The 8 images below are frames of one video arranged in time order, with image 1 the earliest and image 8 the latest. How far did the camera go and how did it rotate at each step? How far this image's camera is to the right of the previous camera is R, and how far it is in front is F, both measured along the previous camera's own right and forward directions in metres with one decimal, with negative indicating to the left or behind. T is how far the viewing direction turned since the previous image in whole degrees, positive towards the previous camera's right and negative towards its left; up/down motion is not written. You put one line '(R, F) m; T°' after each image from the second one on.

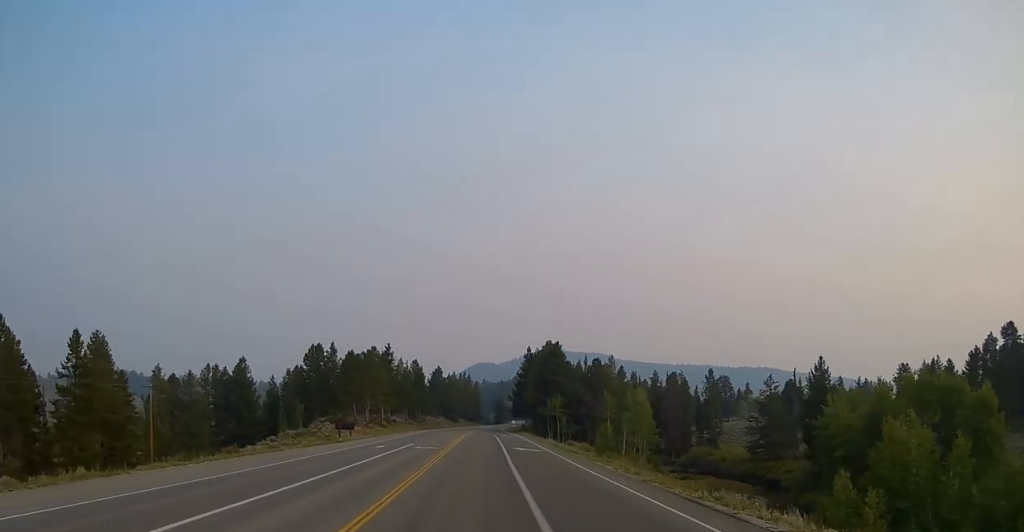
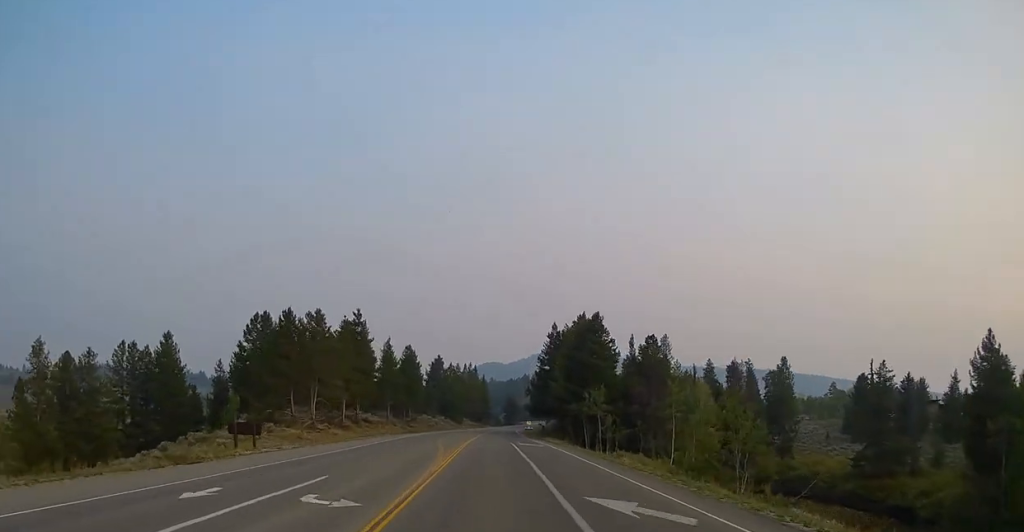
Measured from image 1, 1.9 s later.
(-1.3, +37.1) m; -1°
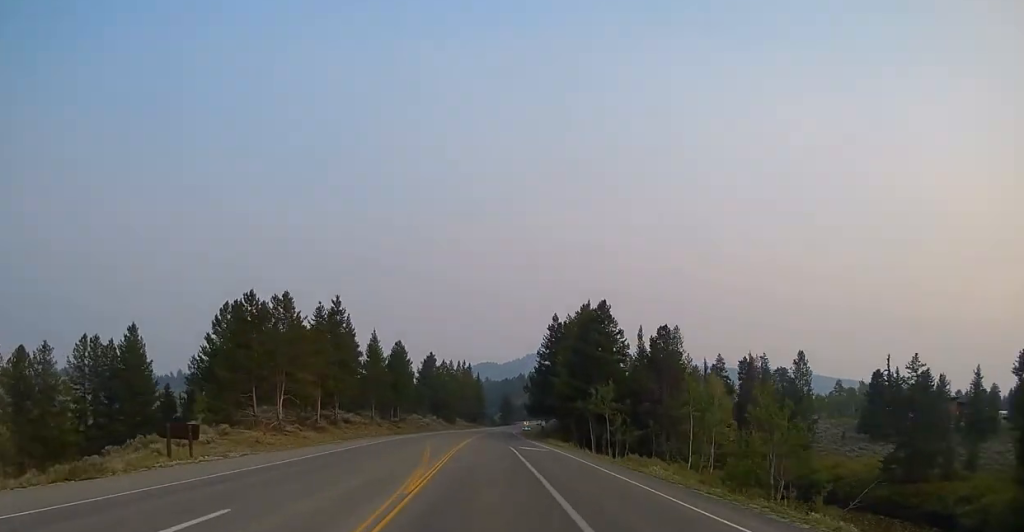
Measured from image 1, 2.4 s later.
(+0.3, +9.2) m; 0°
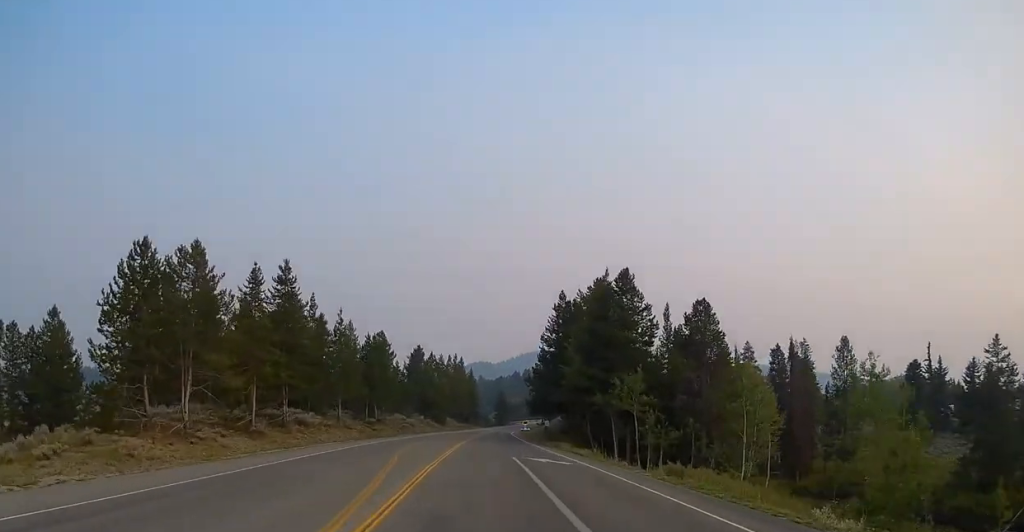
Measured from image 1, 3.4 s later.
(+0.5, +17.3) m; 0°
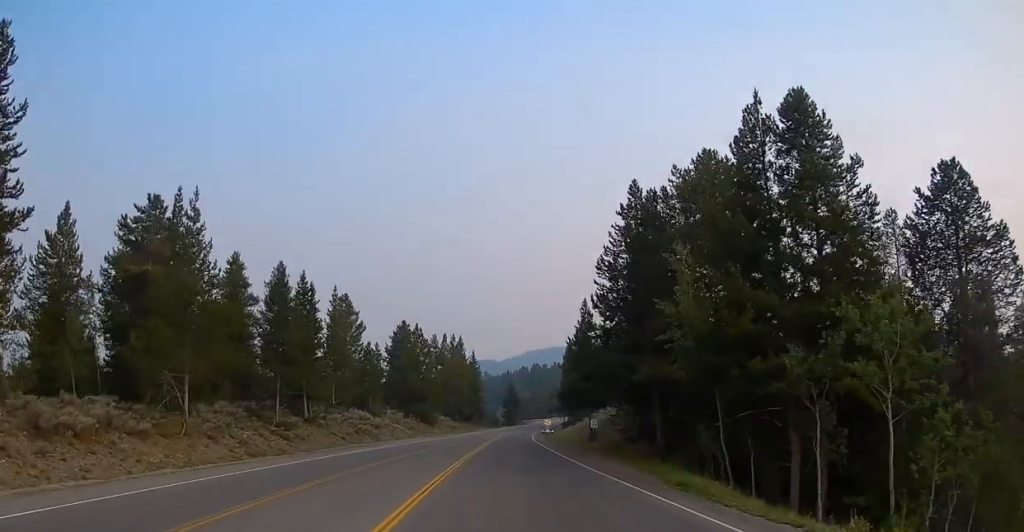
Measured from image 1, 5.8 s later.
(-0.2, +38.7) m; 0°
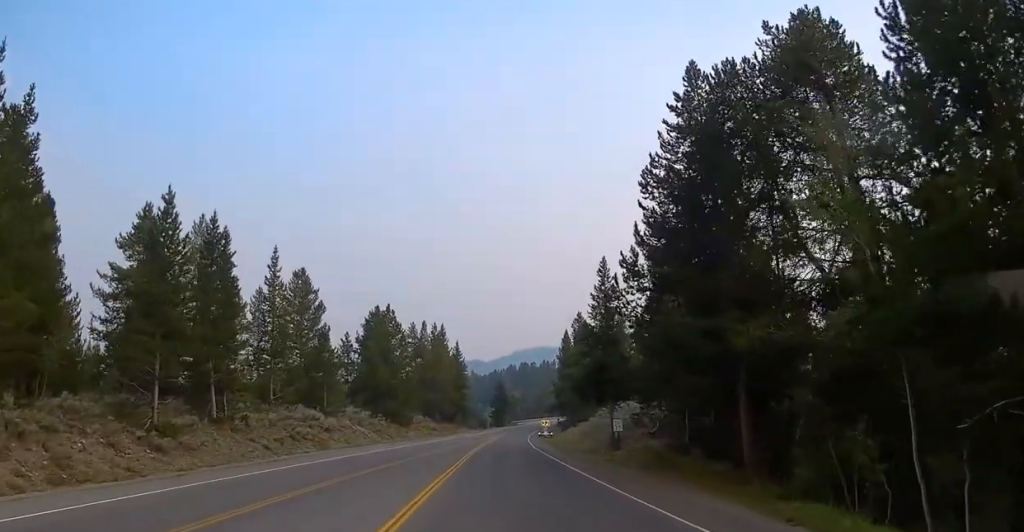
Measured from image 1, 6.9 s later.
(-0.1, +17.6) m; -1°
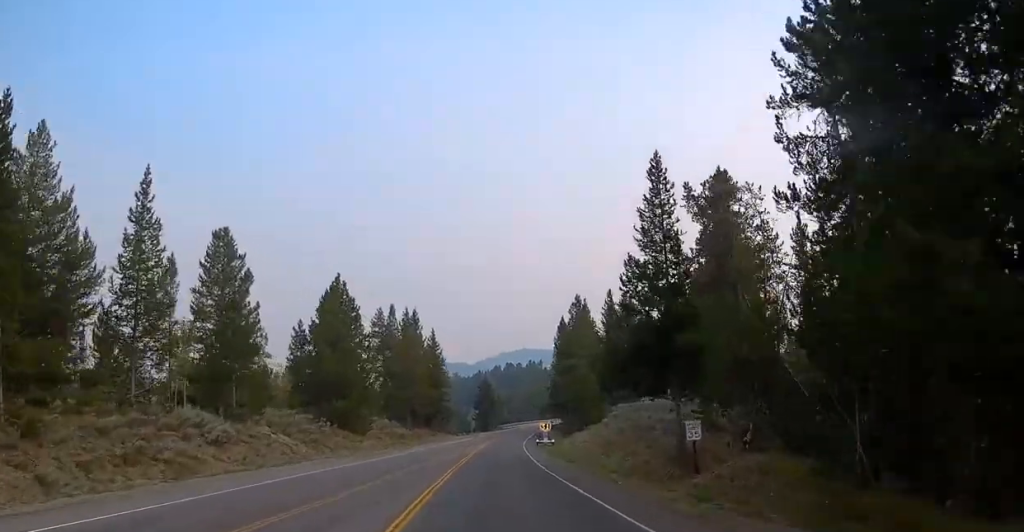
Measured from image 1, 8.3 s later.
(0.0, +19.5) m; +2°
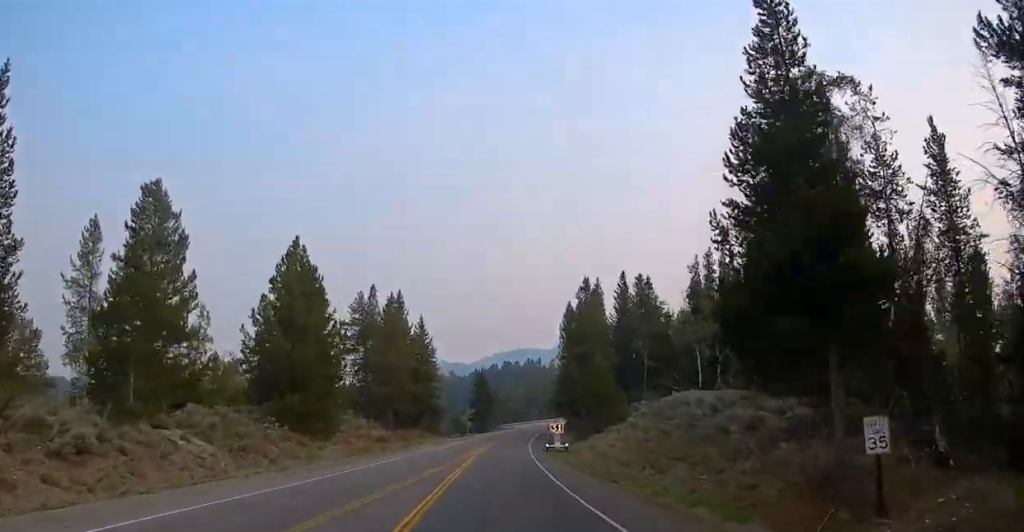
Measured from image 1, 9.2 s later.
(+0.5, +12.6) m; +2°
